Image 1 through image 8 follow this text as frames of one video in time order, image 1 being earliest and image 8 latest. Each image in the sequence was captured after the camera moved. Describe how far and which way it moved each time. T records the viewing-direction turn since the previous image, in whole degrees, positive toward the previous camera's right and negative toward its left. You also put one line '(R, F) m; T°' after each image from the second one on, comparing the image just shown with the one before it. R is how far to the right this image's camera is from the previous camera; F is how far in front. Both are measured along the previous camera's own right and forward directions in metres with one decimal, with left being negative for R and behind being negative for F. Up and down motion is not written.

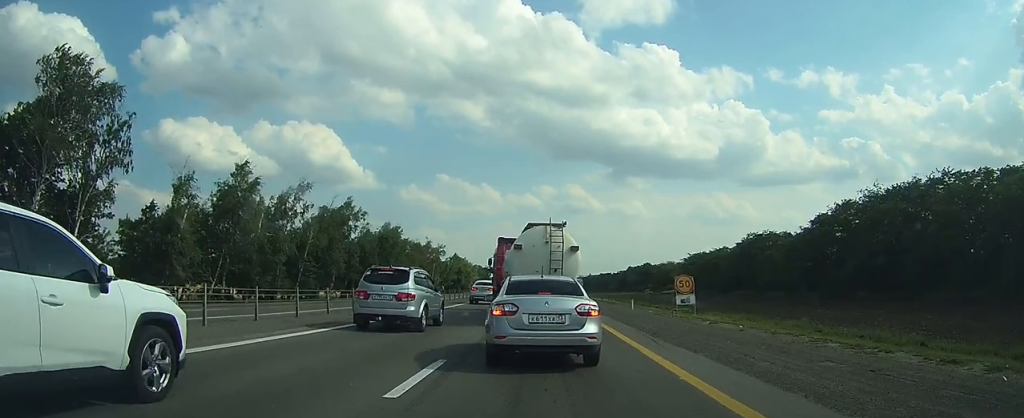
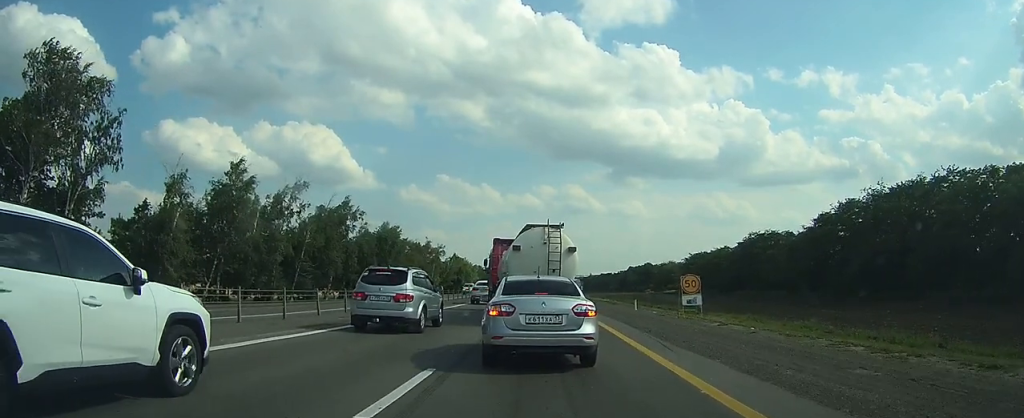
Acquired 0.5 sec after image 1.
(0.0, +1.1) m; 0°
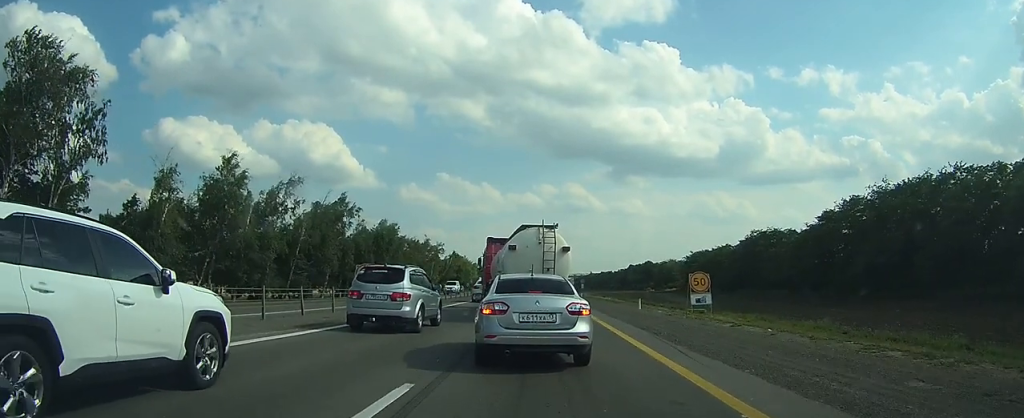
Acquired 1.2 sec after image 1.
(+0.1, +1.5) m; +2°
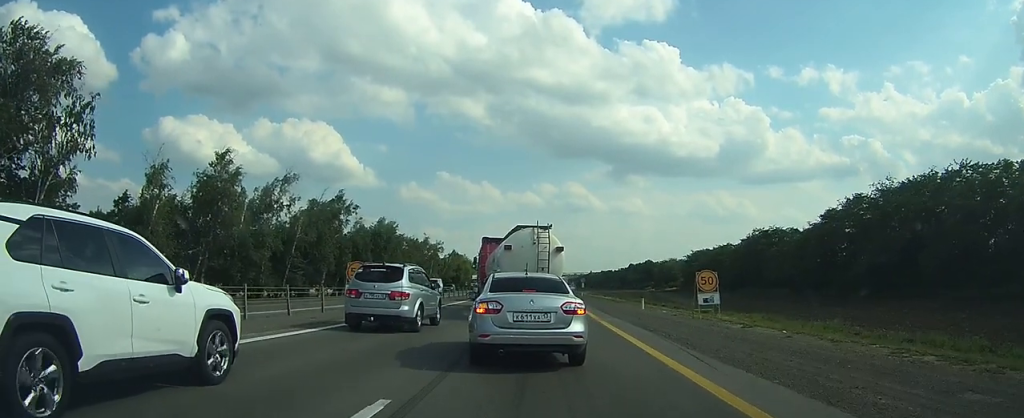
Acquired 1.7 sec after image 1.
(0.0, +1.2) m; +1°
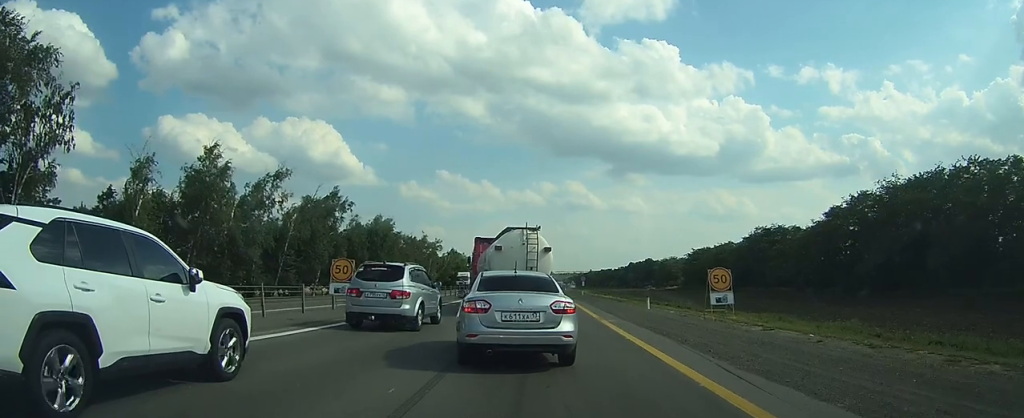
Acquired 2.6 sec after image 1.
(0.0, +1.9) m; +1°
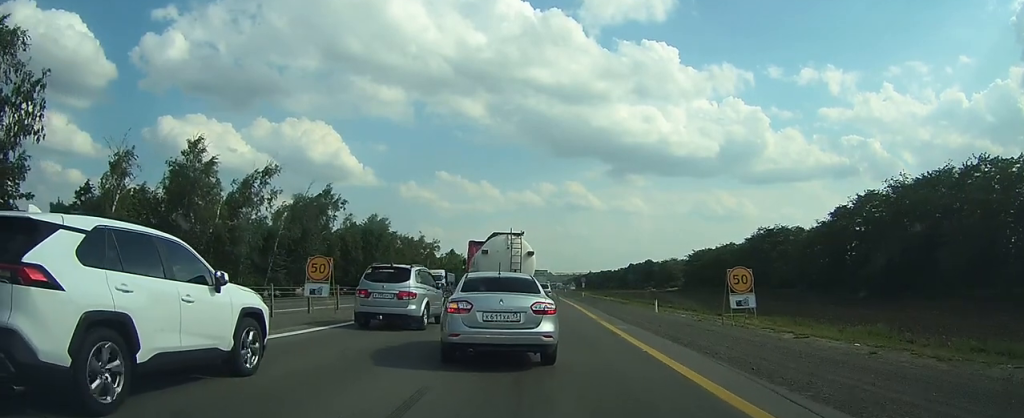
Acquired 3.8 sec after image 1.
(0.0, +2.6) m; +1°
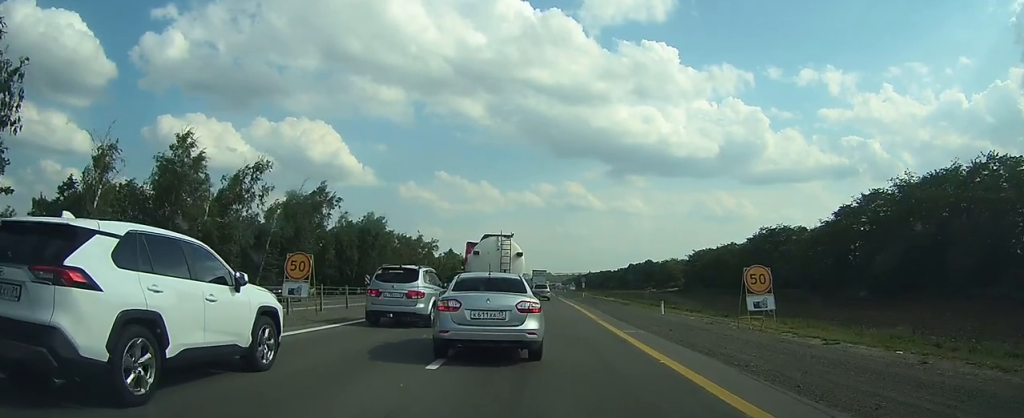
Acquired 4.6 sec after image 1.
(0.0, +1.9) m; 0°
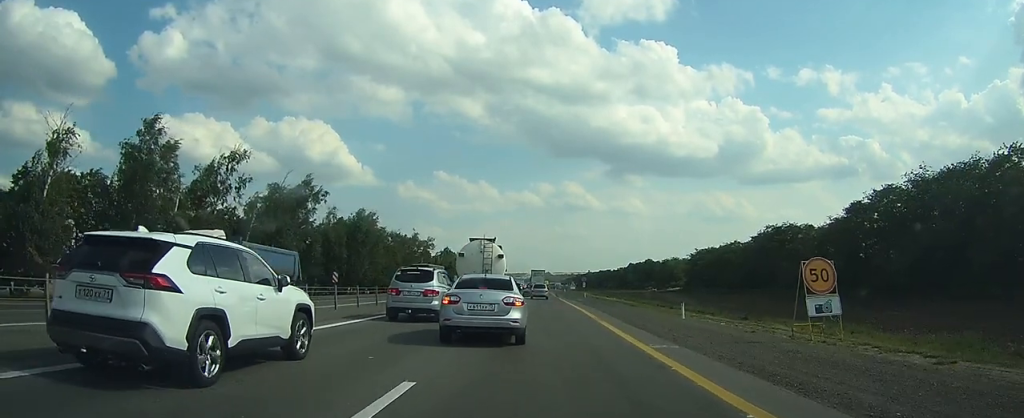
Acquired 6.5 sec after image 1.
(0.0, +4.3) m; 0°
